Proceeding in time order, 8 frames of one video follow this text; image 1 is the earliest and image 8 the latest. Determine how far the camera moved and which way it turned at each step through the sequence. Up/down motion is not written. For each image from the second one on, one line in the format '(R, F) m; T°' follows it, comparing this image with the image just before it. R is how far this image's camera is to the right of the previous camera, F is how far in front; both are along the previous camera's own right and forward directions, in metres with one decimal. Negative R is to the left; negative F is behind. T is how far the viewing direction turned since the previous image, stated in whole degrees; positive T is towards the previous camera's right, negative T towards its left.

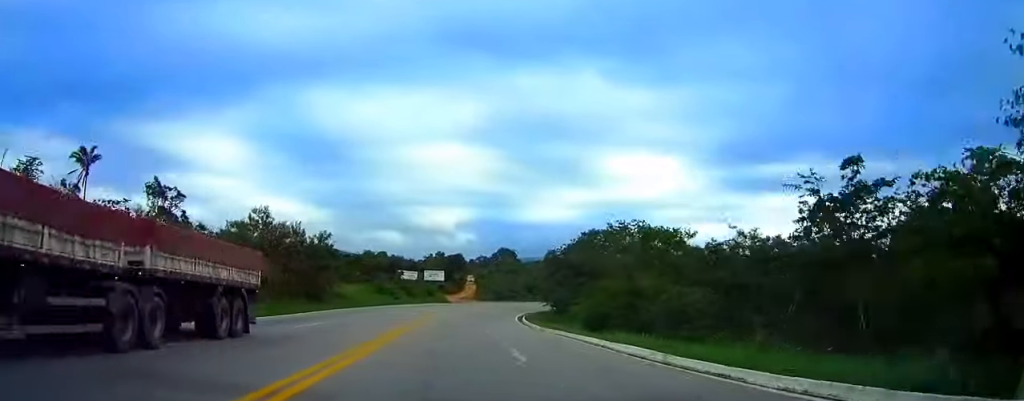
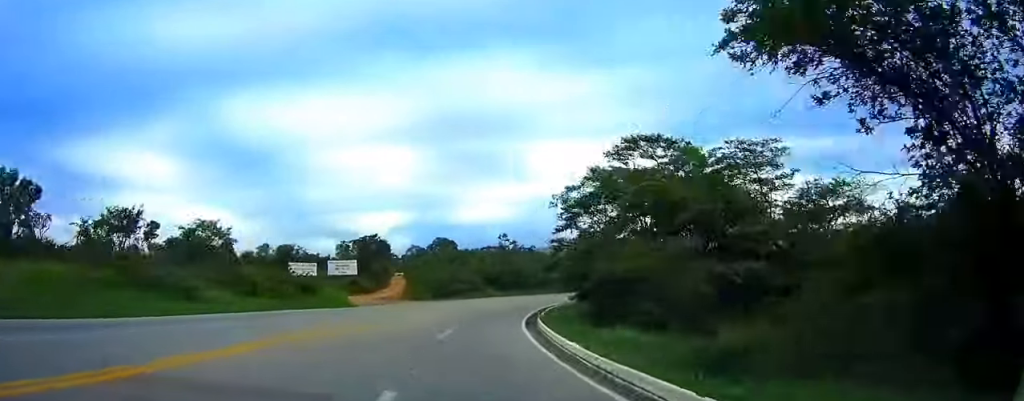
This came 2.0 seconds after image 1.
(+2.0, +58.7) m; +5°
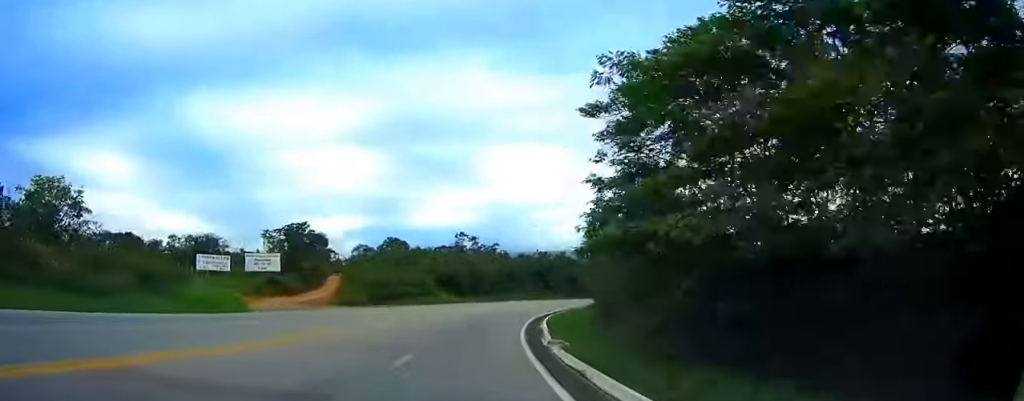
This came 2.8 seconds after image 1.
(+0.7, +23.8) m; +4°
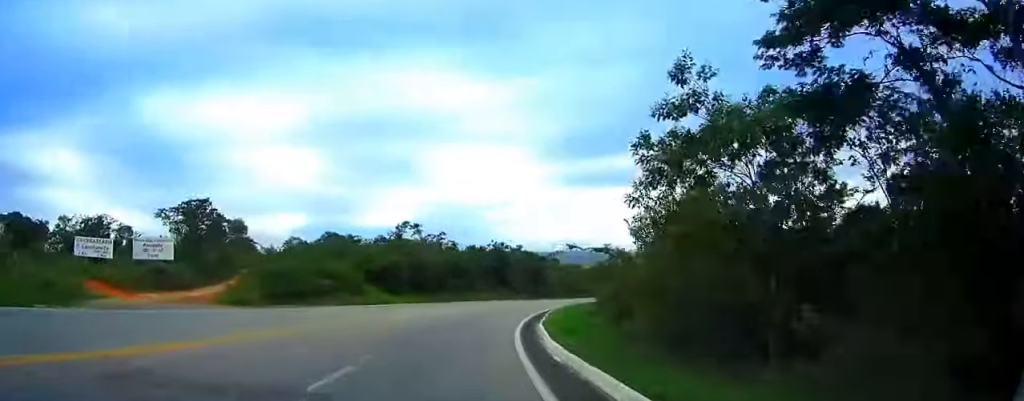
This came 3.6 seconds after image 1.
(+0.6, +20.9) m; +4°
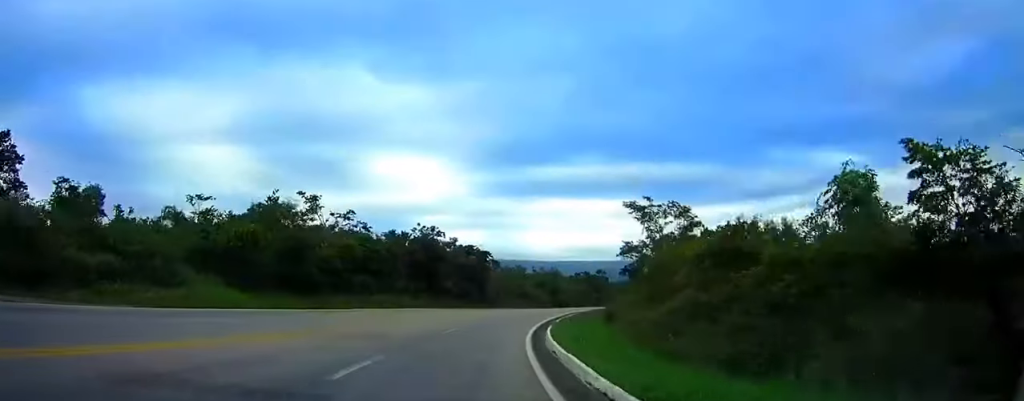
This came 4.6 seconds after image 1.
(+1.5, +30.4) m; +6°
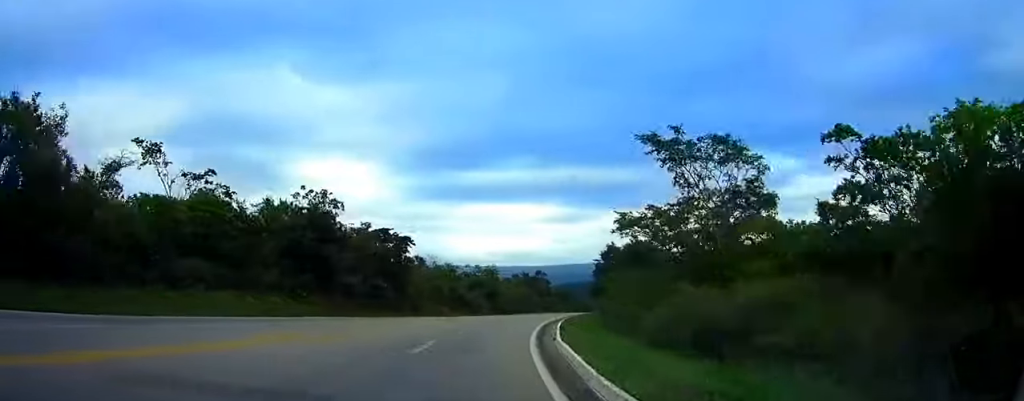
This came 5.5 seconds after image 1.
(+1.2, +25.8) m; +6°
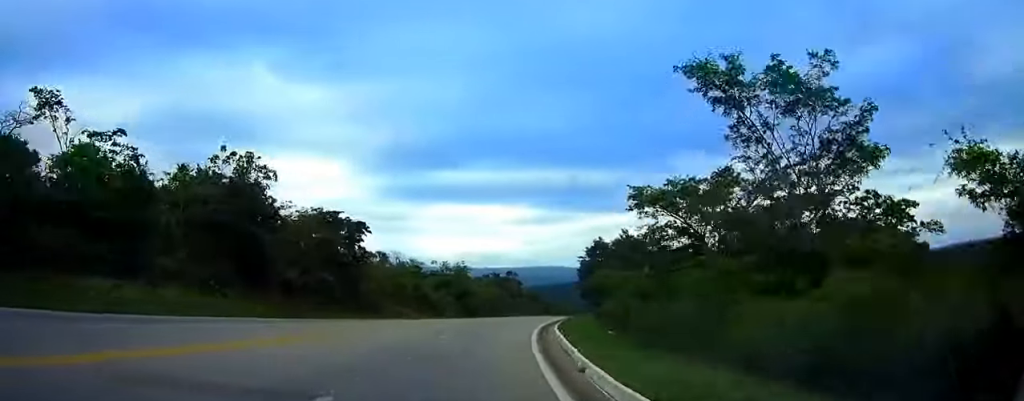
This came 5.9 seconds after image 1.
(+0.8, +11.6) m; +2°
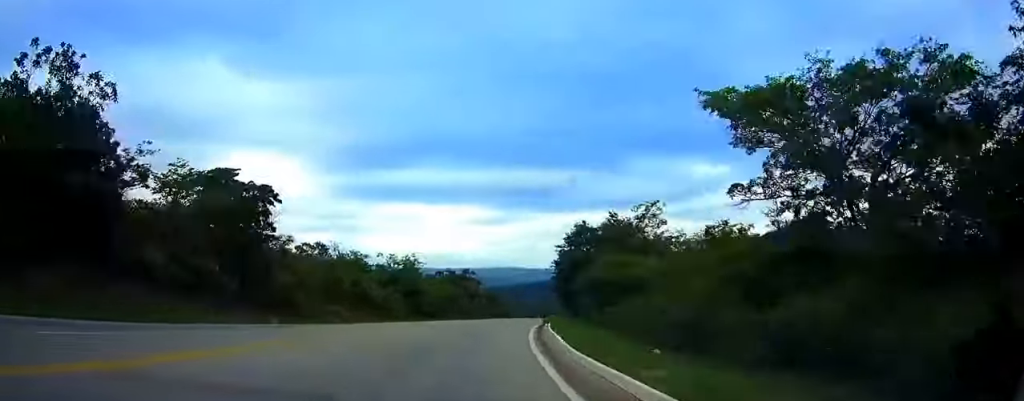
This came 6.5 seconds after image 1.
(+0.6, +16.6) m; +3°
